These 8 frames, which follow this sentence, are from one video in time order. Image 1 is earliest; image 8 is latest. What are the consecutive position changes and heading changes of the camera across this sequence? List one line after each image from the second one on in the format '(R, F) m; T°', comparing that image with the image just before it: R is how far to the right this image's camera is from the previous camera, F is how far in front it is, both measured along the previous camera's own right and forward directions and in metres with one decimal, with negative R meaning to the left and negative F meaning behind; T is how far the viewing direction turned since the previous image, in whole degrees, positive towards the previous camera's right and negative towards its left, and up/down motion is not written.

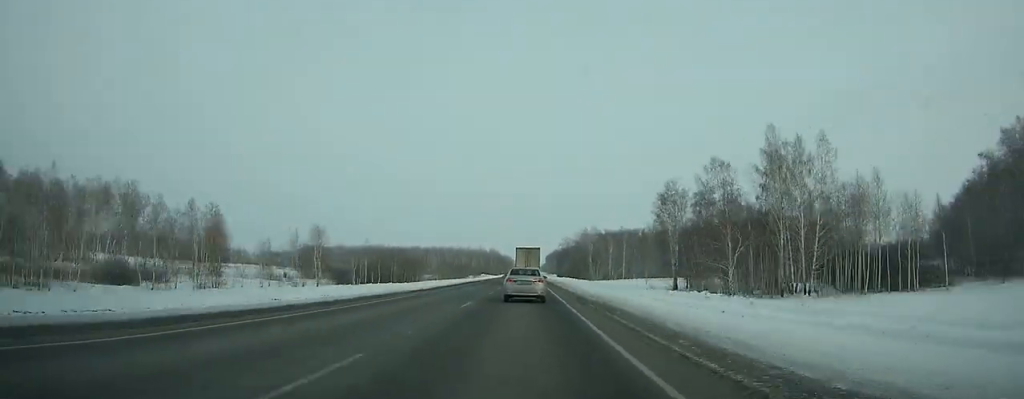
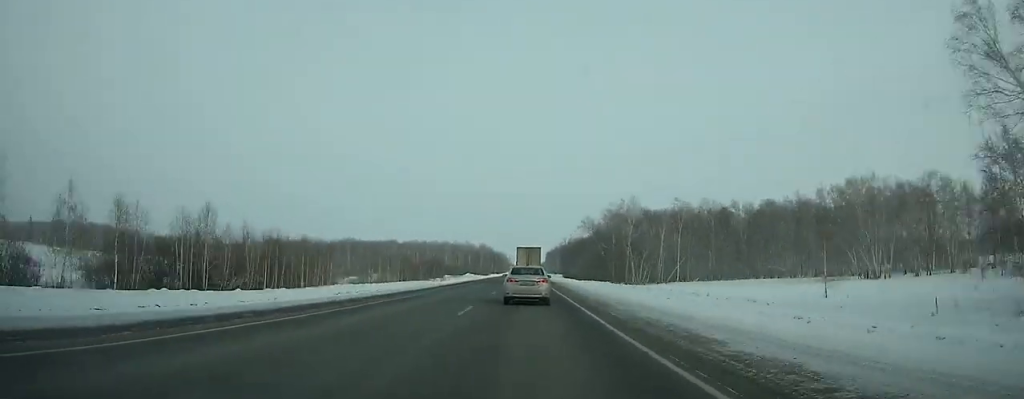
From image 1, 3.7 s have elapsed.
(-0.1, +83.7) m; 0°
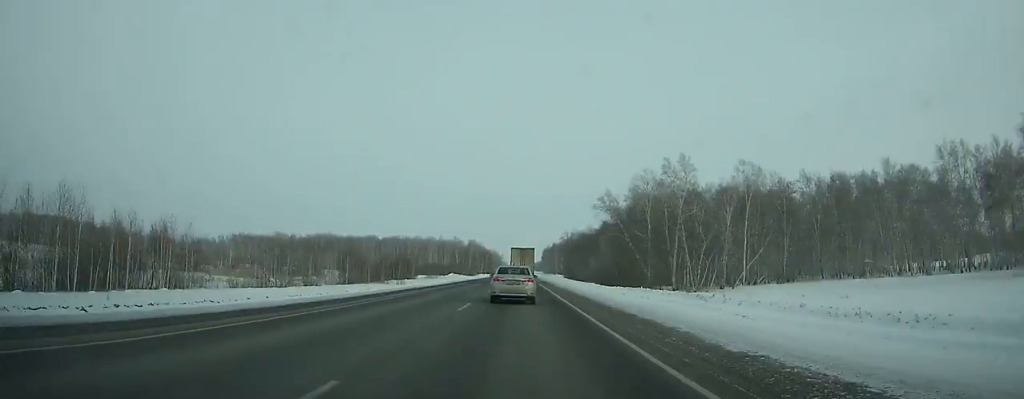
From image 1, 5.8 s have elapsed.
(+0.3, +46.9) m; 0°
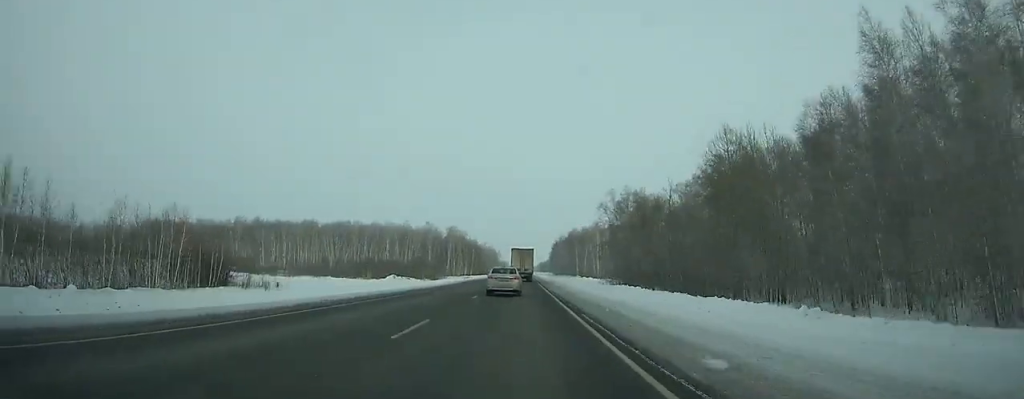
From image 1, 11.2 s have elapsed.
(+0.3, +121.6) m; 0°
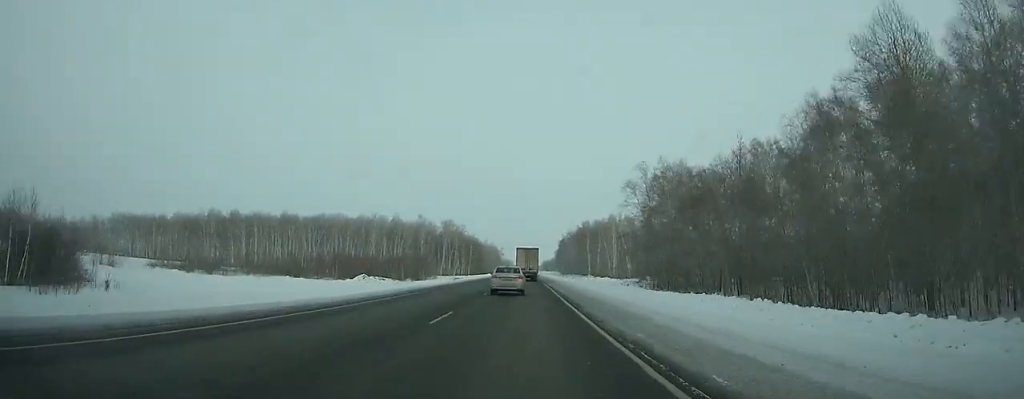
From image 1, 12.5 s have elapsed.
(-0.1, +29.7) m; 0°
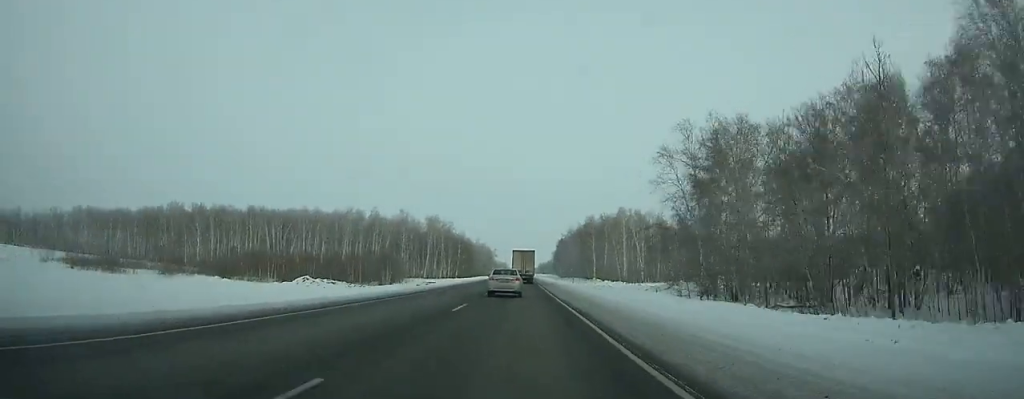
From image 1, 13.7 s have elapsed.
(0.0, +27.6) m; 0°
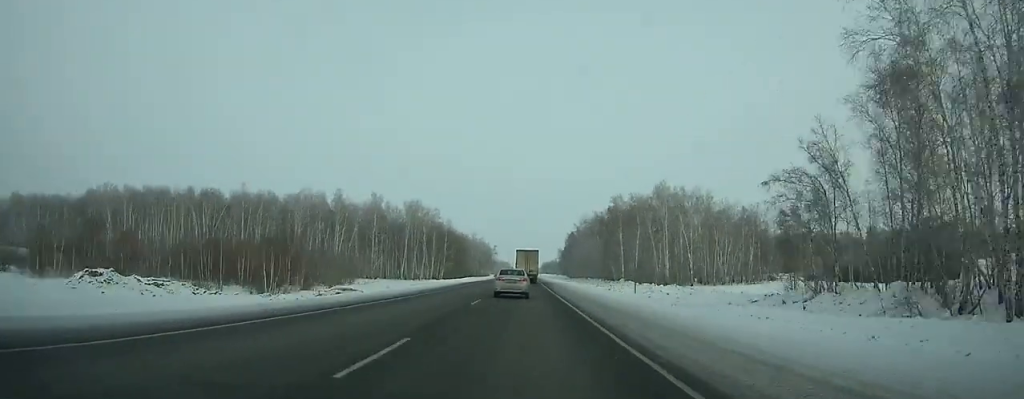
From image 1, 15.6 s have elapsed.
(0.0, +43.9) m; 0°
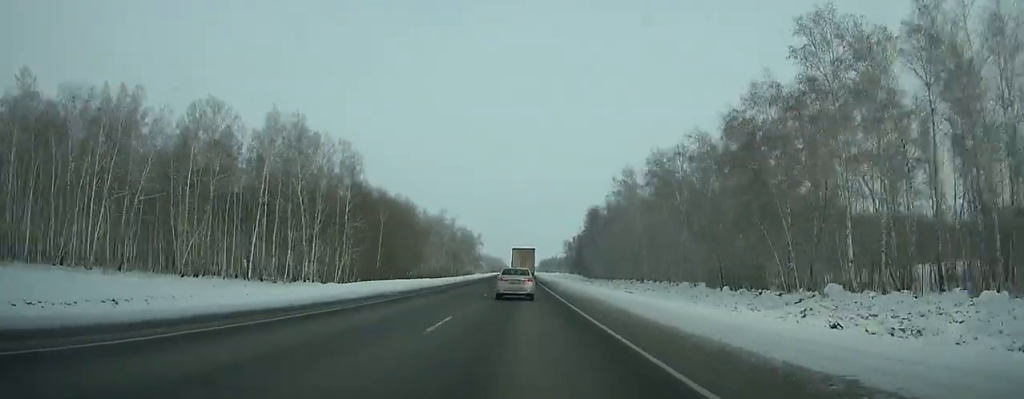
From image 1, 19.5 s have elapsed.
(+0.1, +89.7) m; +1°
